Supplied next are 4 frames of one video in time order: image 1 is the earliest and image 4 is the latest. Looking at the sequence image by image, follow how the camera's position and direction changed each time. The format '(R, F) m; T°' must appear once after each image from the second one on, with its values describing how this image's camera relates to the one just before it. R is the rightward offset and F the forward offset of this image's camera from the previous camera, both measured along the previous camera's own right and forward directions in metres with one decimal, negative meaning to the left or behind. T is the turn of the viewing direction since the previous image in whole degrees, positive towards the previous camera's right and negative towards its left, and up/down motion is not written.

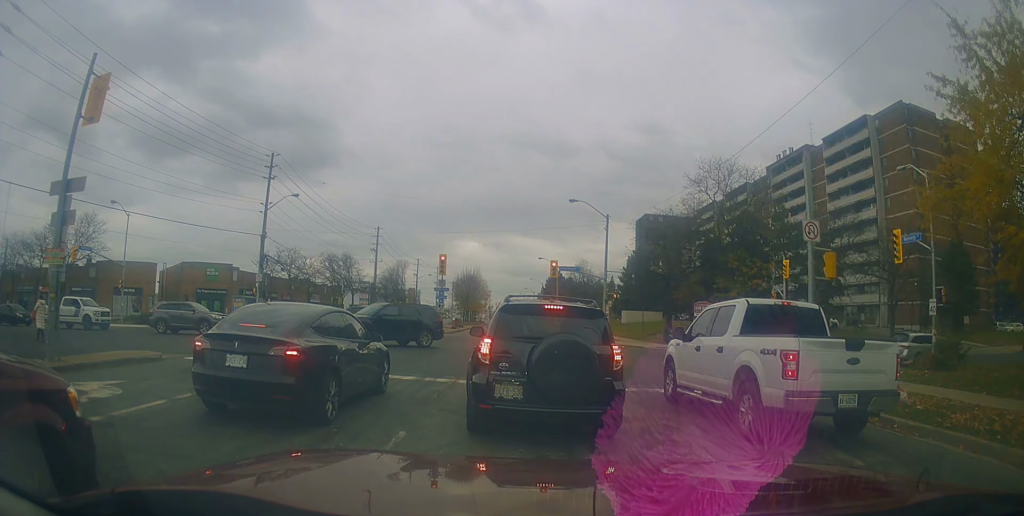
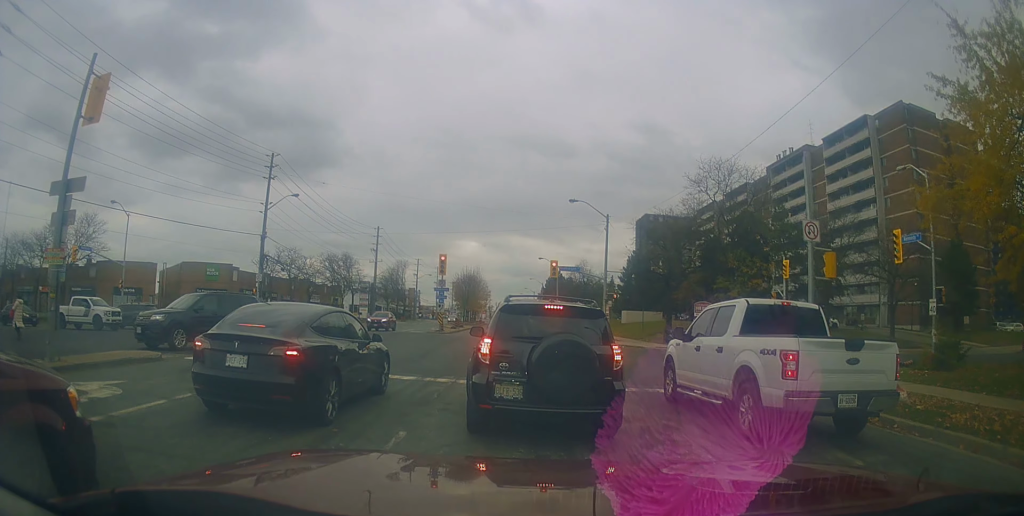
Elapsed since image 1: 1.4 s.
(0.0, 0.0) m; 0°
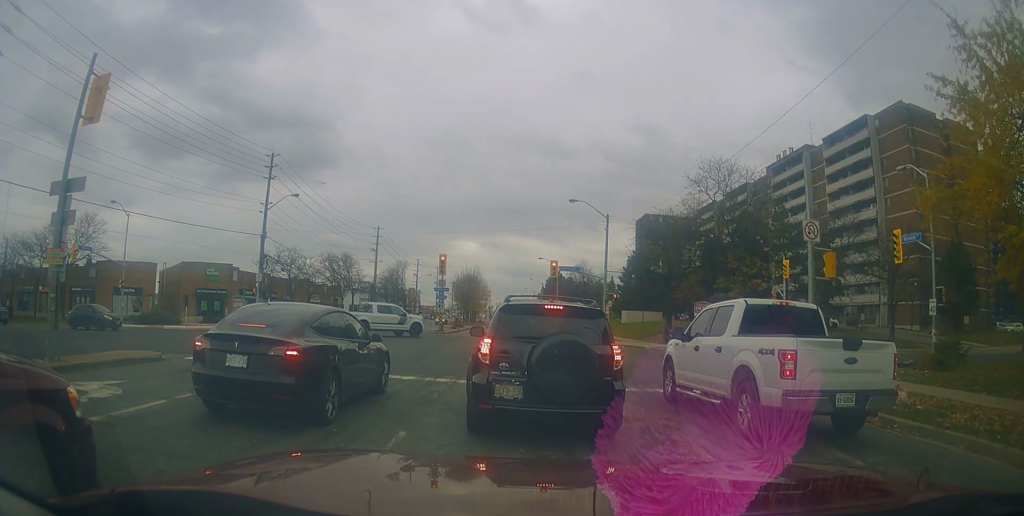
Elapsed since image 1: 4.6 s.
(0.0, 0.0) m; 0°
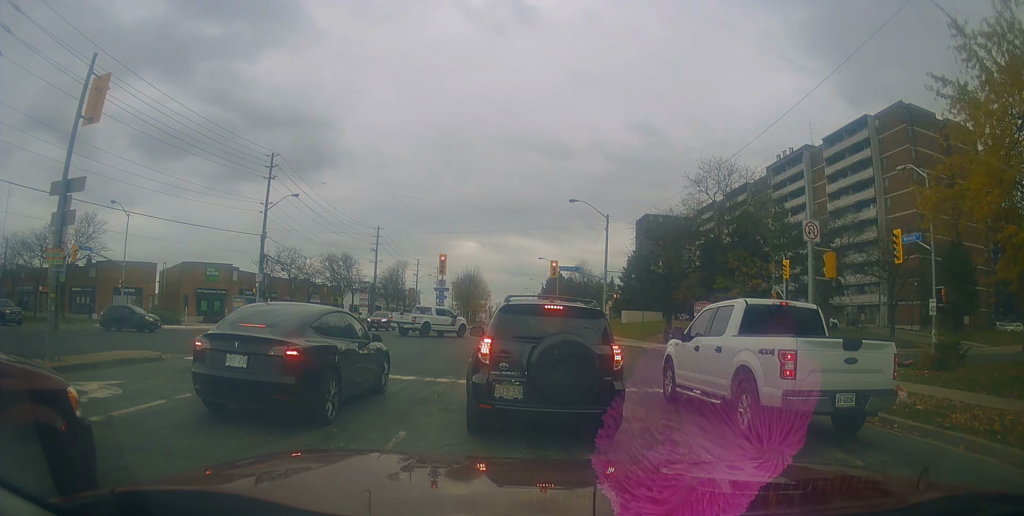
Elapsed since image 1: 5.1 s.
(0.0, 0.0) m; 0°
